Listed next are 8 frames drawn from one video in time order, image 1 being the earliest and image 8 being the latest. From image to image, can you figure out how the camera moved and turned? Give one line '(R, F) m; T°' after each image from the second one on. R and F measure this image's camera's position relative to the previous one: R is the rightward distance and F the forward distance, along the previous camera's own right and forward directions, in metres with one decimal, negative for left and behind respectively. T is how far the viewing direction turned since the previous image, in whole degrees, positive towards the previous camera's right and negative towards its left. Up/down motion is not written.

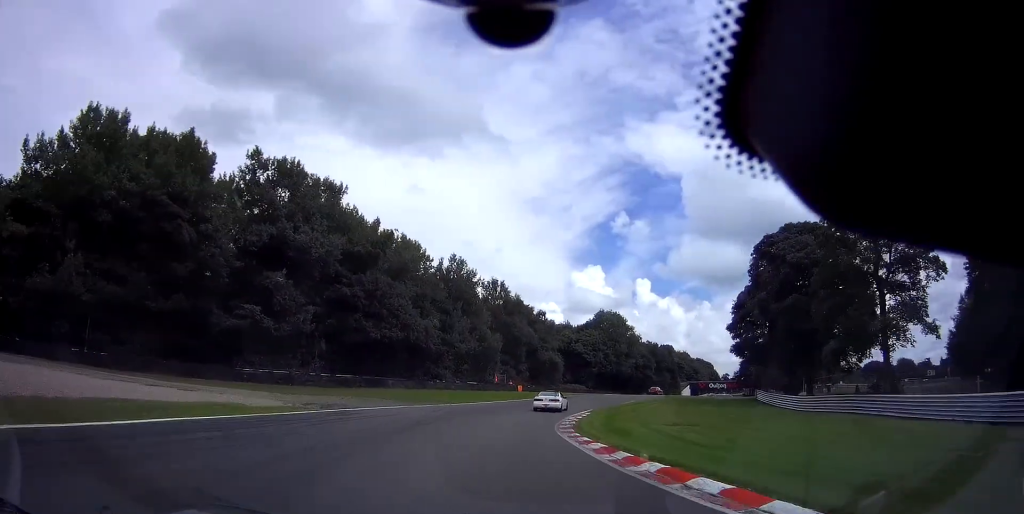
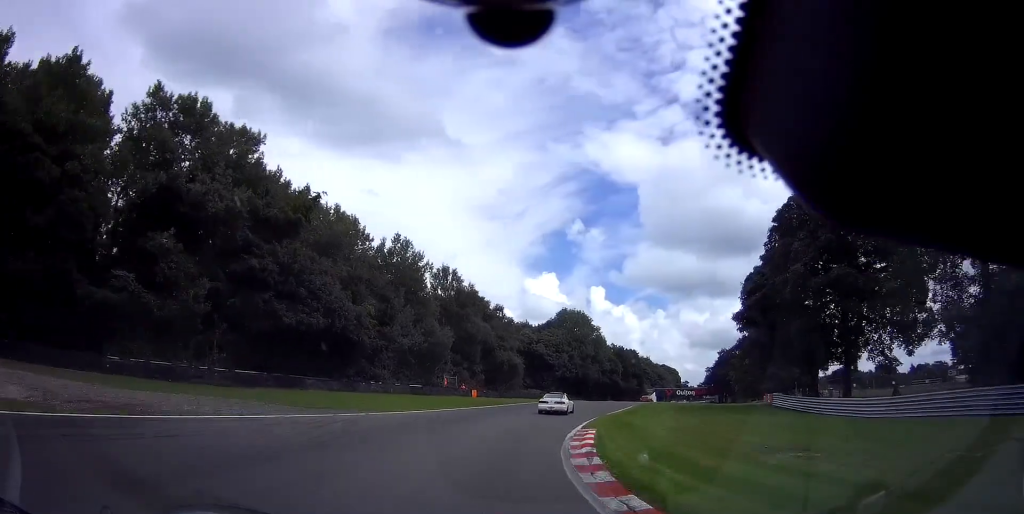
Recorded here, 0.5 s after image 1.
(+0.2, +12.3) m; +5°
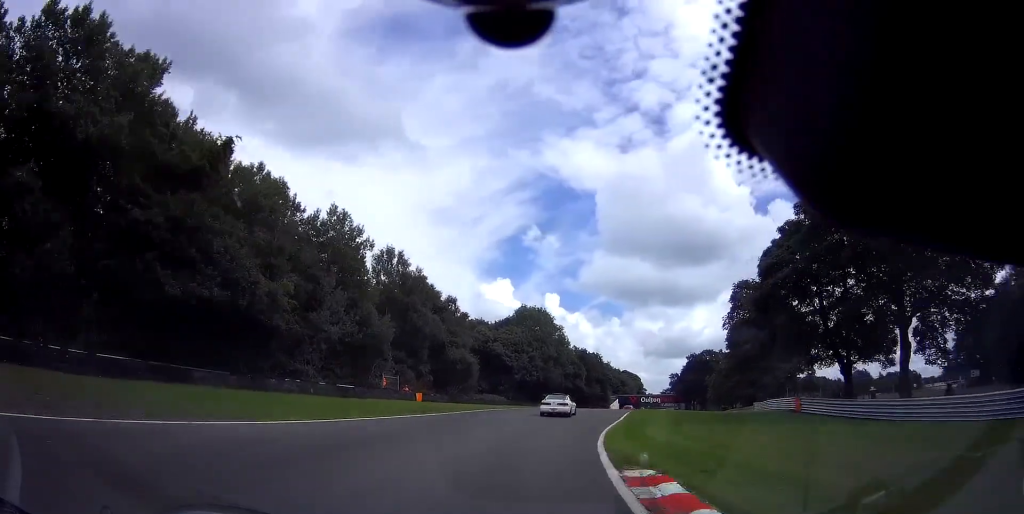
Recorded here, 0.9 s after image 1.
(+0.8, +11.4) m; +4°
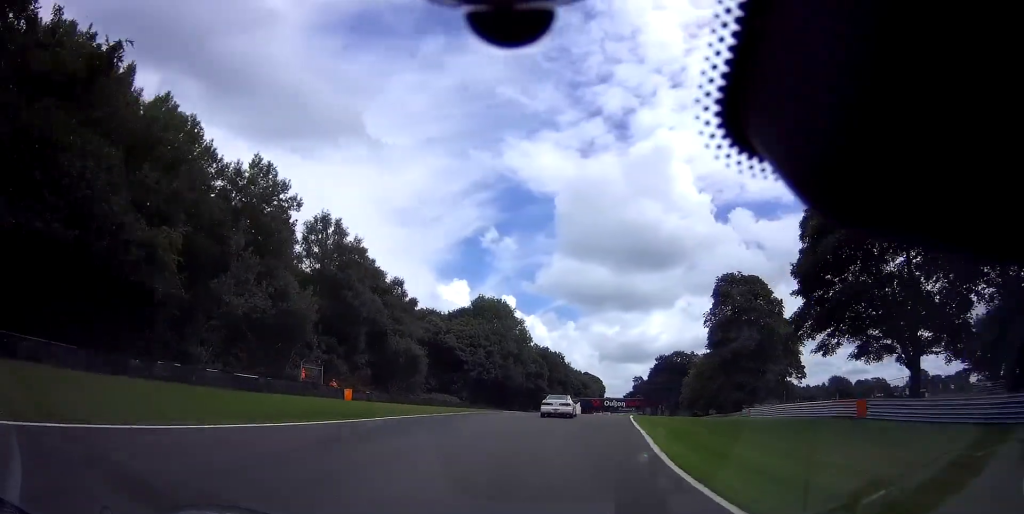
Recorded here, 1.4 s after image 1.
(0.0, +11.5) m; +4°
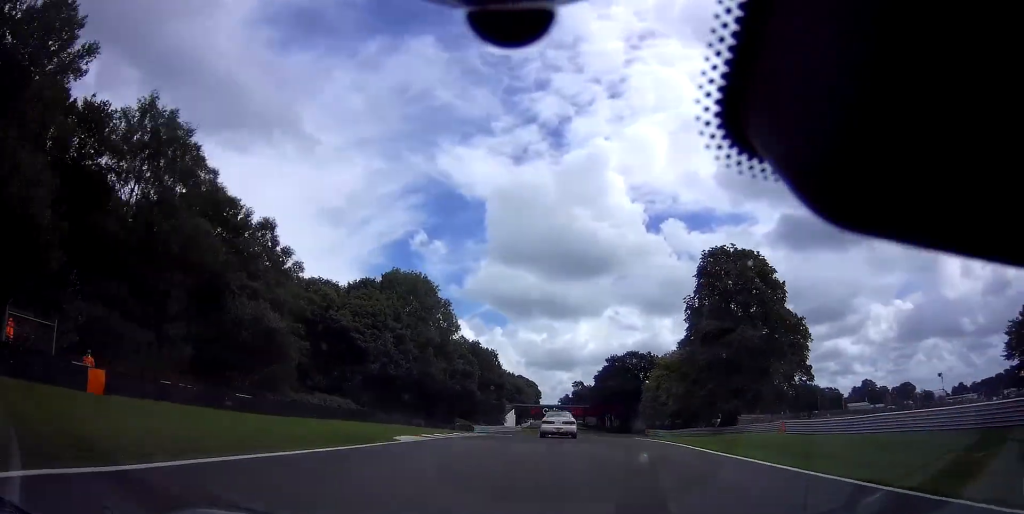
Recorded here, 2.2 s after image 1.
(+2.0, +22.8) m; +7°
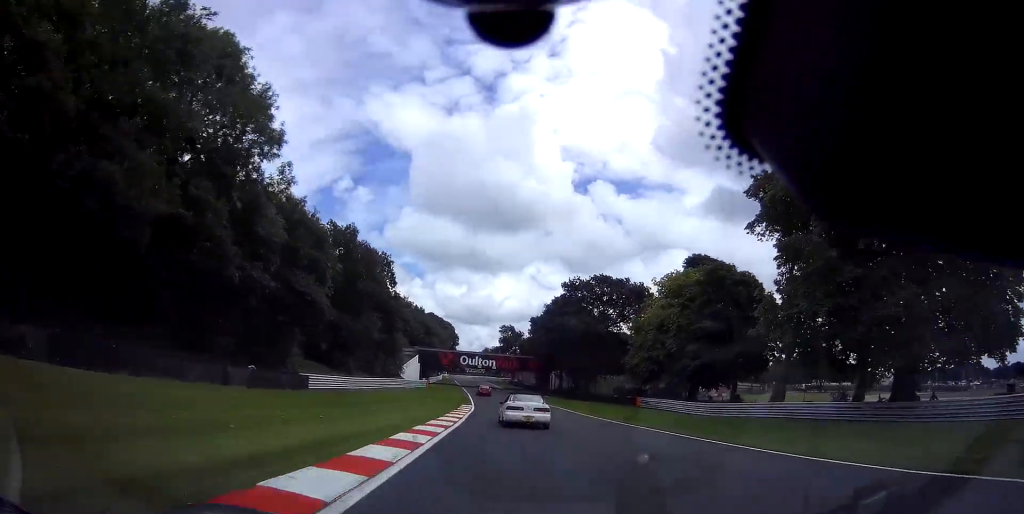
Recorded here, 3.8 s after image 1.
(+3.9, +43.8) m; +8°
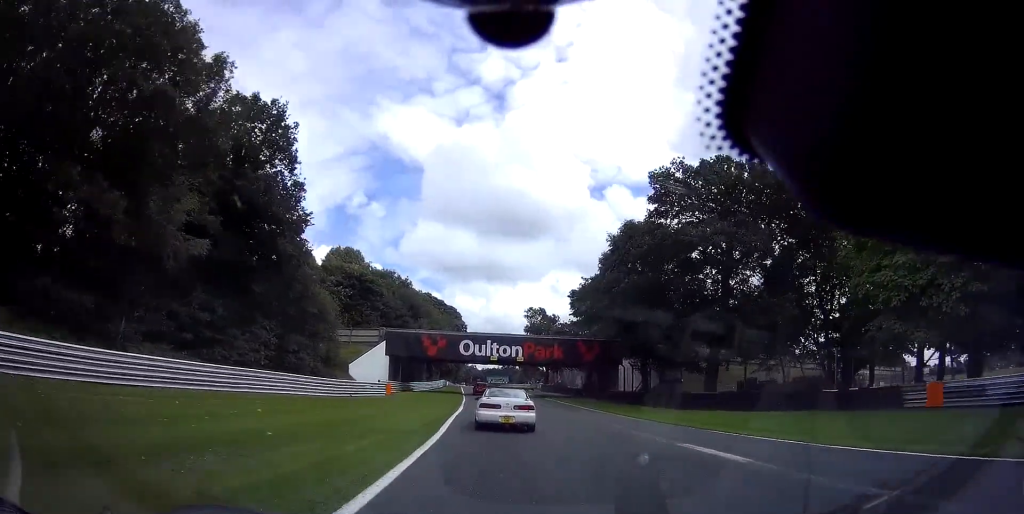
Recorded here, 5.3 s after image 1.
(+0.9, +41.4) m; 0°
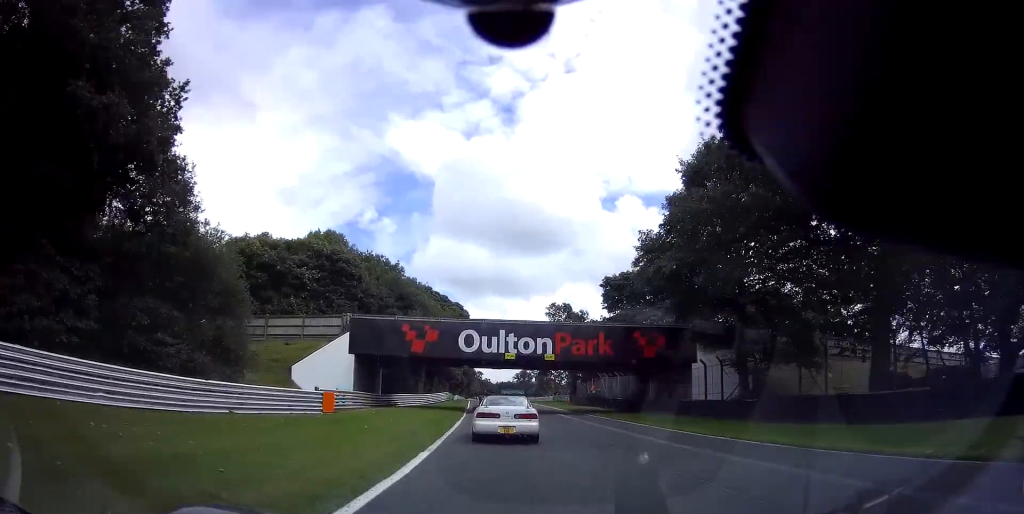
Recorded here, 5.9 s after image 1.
(-0.2, +17.6) m; -1°
